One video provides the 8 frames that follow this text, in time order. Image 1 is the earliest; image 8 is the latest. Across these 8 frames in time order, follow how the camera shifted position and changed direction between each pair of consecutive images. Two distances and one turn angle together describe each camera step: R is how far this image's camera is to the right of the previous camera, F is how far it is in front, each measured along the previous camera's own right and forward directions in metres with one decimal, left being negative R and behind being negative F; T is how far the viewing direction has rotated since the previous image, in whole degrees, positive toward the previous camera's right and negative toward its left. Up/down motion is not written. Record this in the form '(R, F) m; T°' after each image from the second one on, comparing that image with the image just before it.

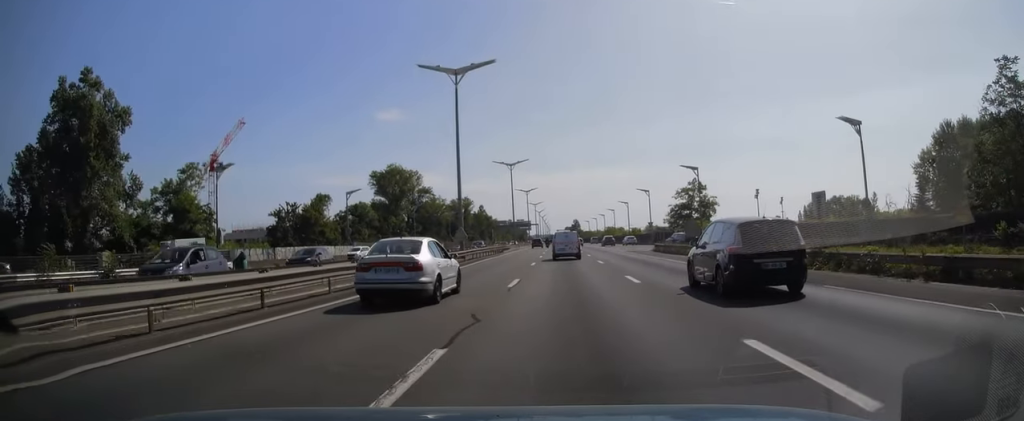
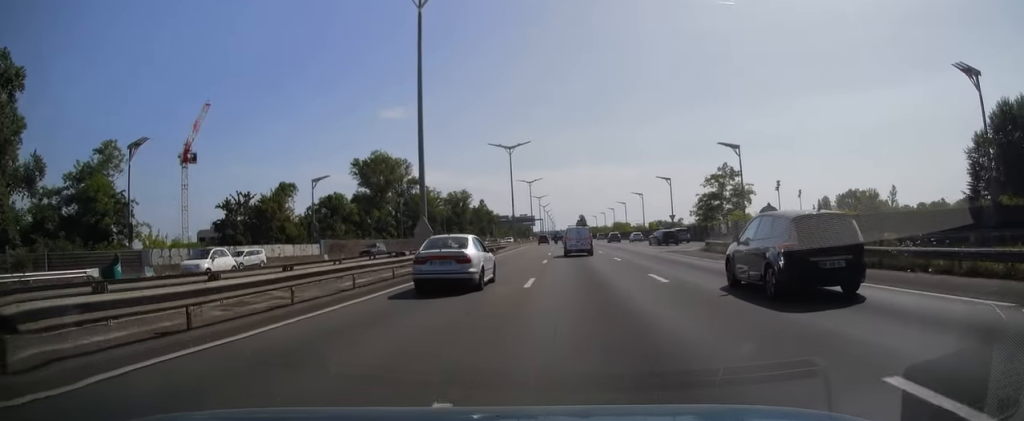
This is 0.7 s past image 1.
(-0.4, +15.5) m; -1°
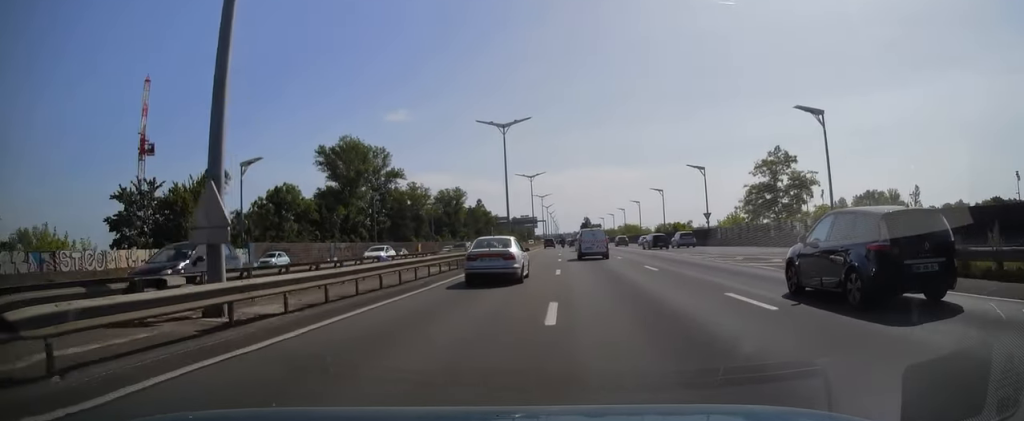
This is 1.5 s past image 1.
(-0.3, +19.6) m; -1°
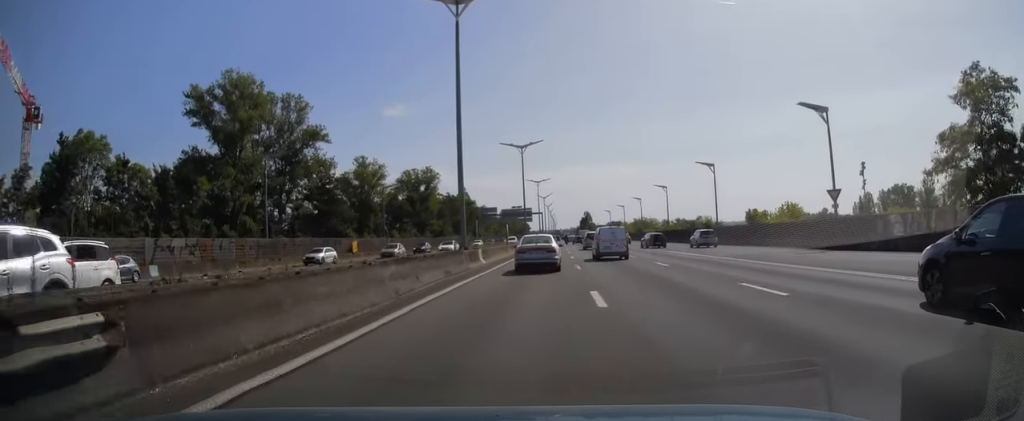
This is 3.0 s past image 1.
(+0.6, +36.4) m; +1°
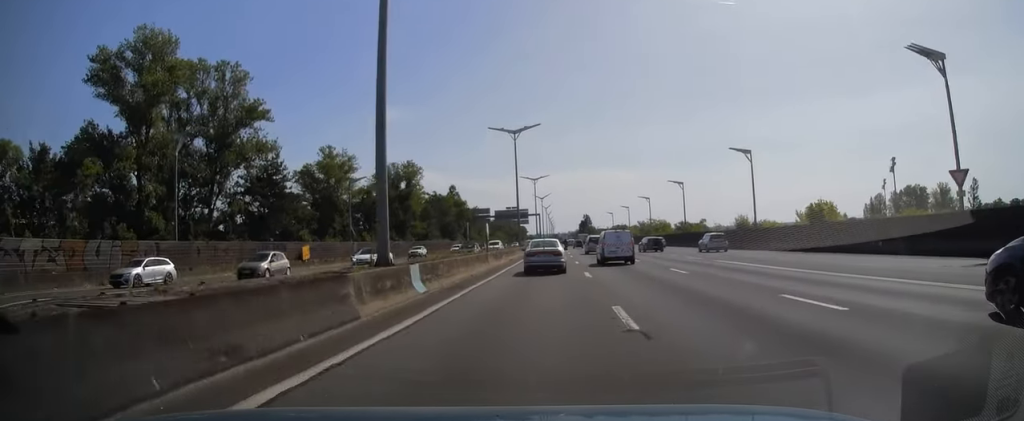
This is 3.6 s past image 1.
(-0.1, +15.2) m; 0°
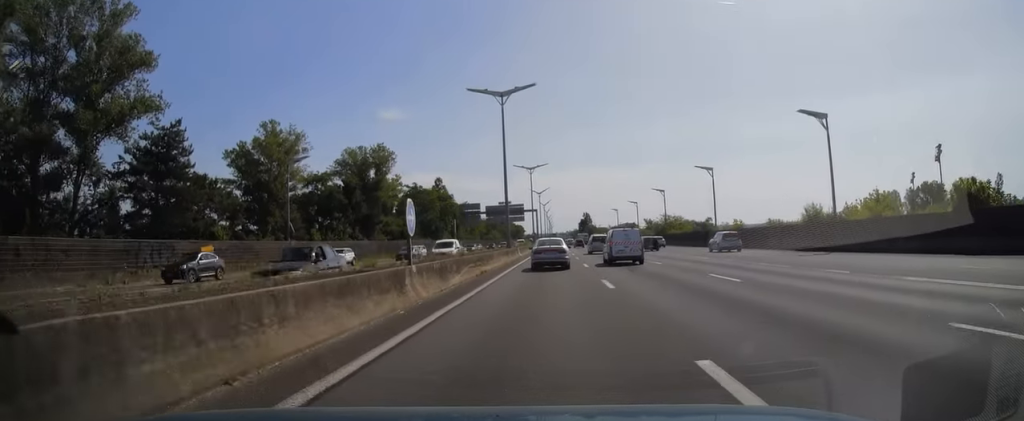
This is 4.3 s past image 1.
(-0.1, +18.6) m; 0°
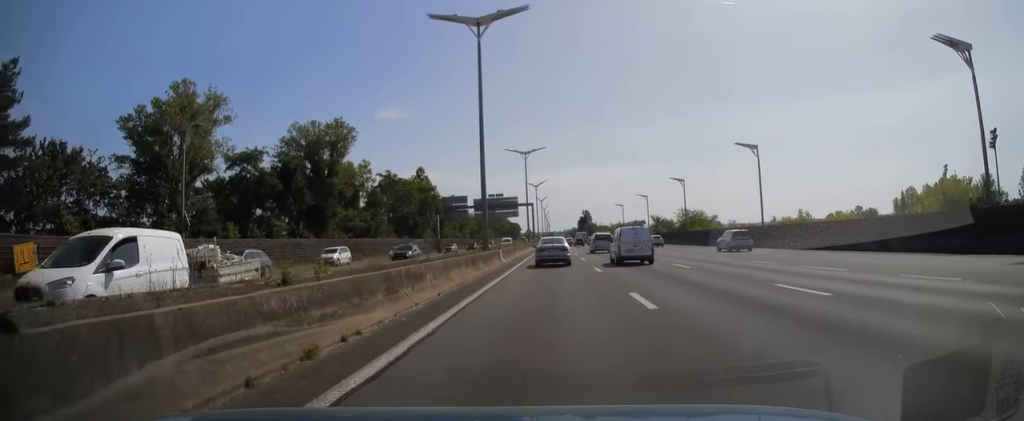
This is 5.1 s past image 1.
(-0.1, +18.2) m; +1°
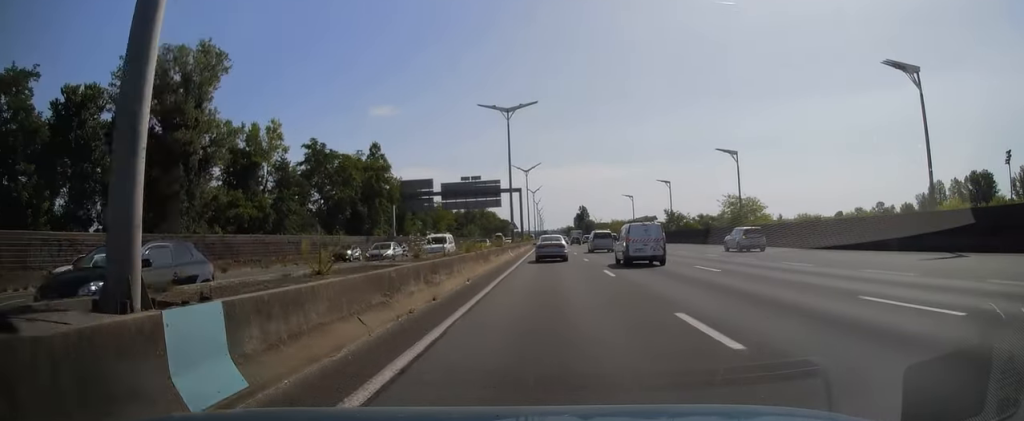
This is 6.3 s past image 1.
(+0.6, +29.9) m; +1°
